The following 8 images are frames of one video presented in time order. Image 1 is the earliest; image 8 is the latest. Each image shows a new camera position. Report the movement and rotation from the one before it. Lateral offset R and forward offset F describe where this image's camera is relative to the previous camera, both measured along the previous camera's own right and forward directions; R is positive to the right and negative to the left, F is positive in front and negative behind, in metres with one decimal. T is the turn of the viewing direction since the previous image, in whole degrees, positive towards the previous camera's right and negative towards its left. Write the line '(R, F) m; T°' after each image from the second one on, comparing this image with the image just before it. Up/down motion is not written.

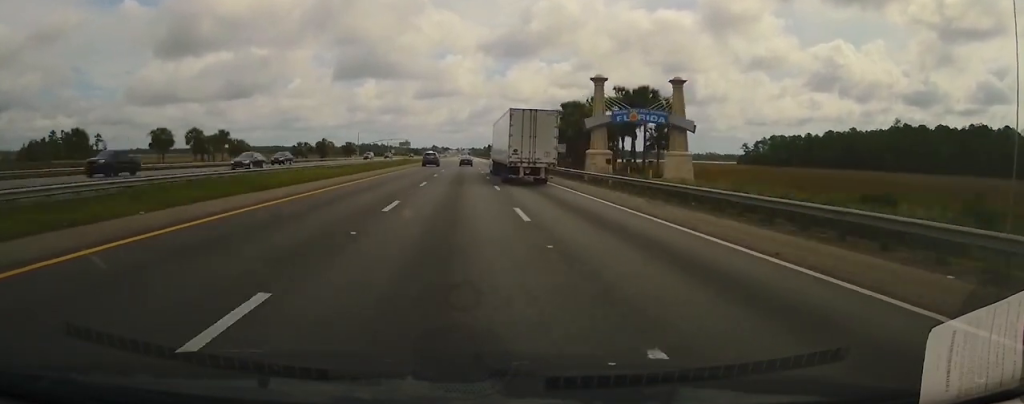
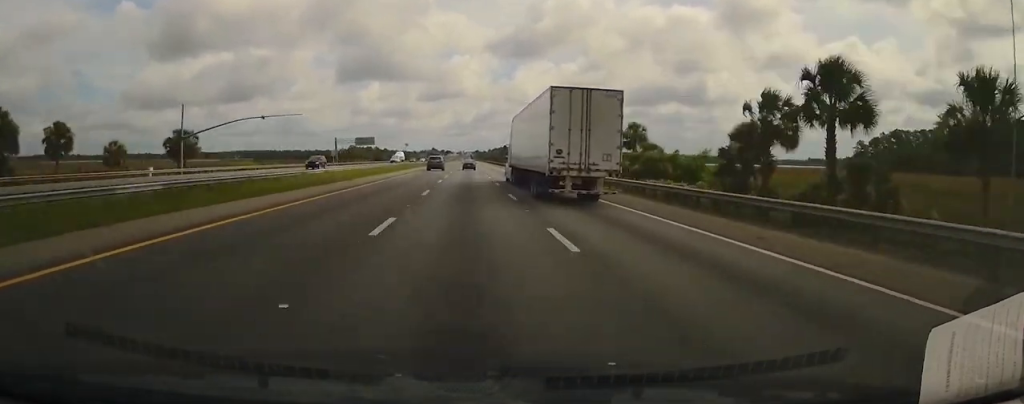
(-0.1, +128.5) m; 0°
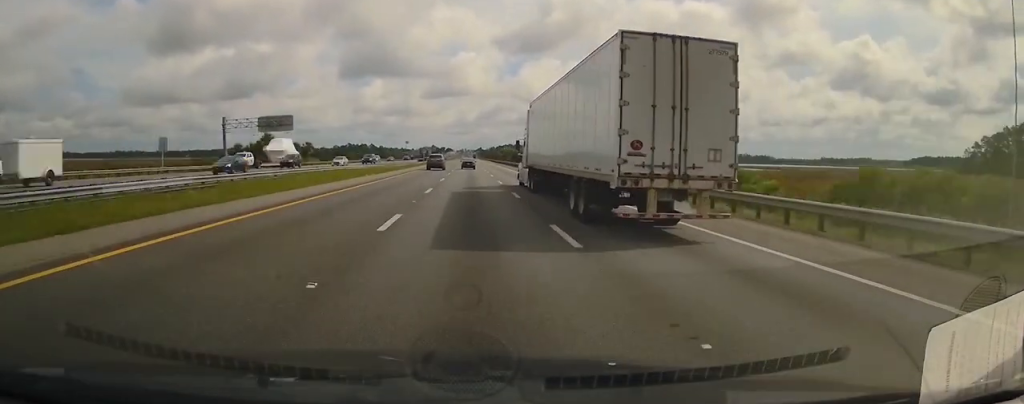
(-0.8, +85.0) m; 0°
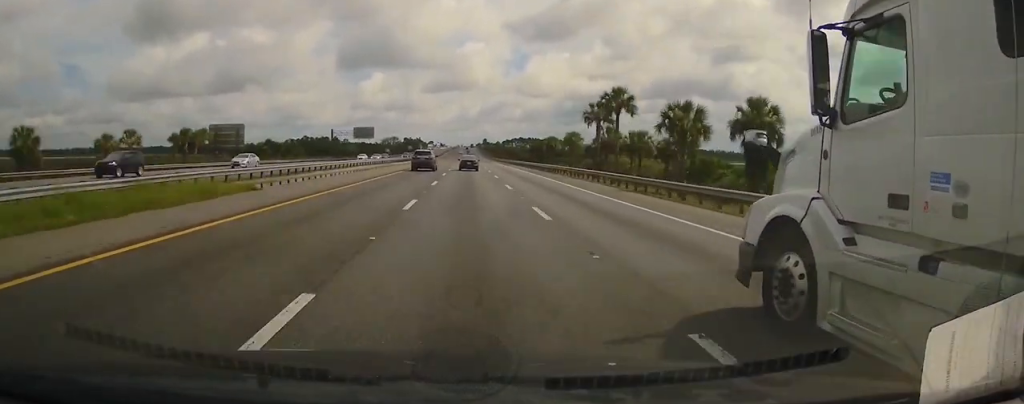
(-0.6, +286.1) m; -1°
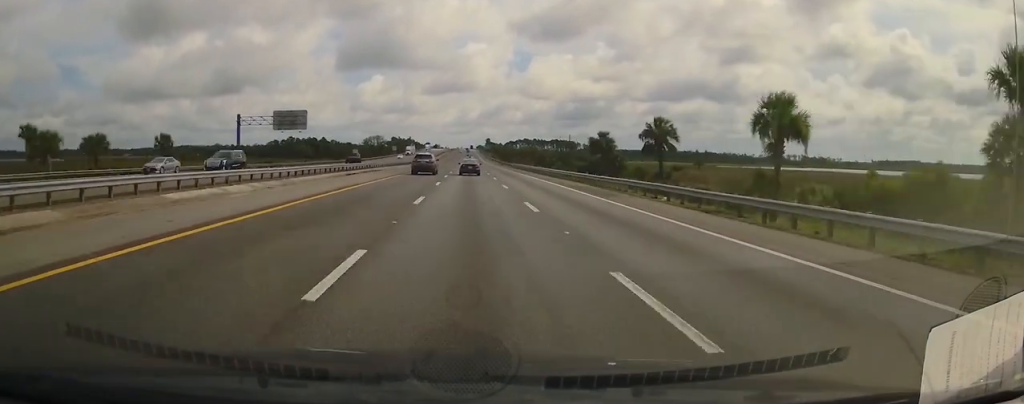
(0.0, +71.0) m; 0°
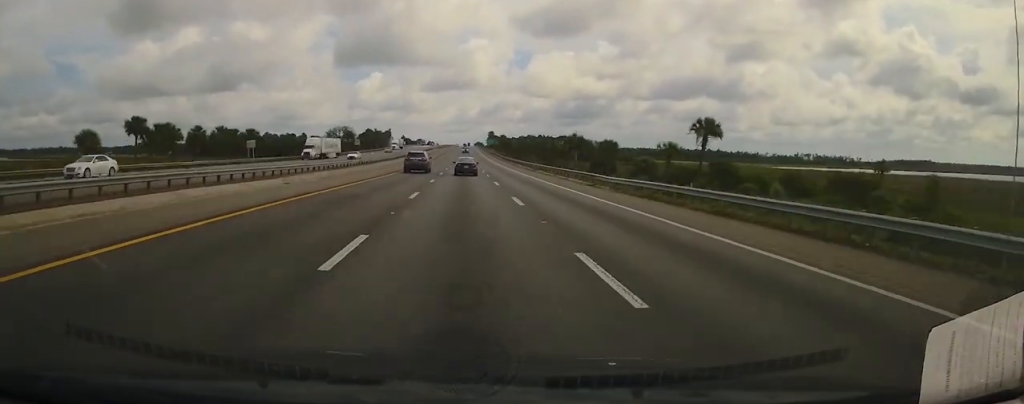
(0.0, +84.2) m; 0°
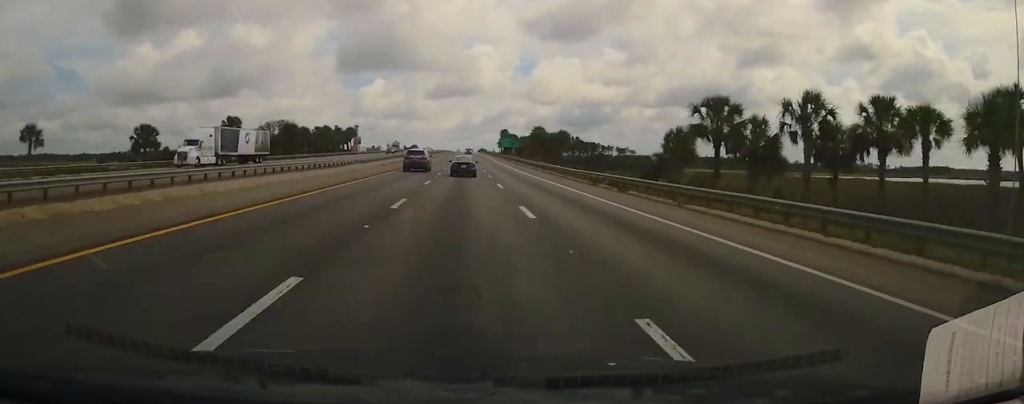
(+0.6, +88.3) m; 0°
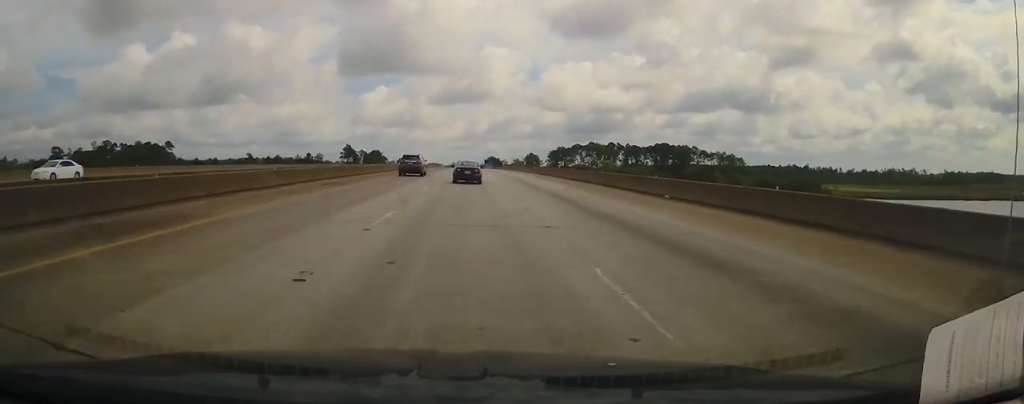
(+0.3, +248.6) m; 0°
